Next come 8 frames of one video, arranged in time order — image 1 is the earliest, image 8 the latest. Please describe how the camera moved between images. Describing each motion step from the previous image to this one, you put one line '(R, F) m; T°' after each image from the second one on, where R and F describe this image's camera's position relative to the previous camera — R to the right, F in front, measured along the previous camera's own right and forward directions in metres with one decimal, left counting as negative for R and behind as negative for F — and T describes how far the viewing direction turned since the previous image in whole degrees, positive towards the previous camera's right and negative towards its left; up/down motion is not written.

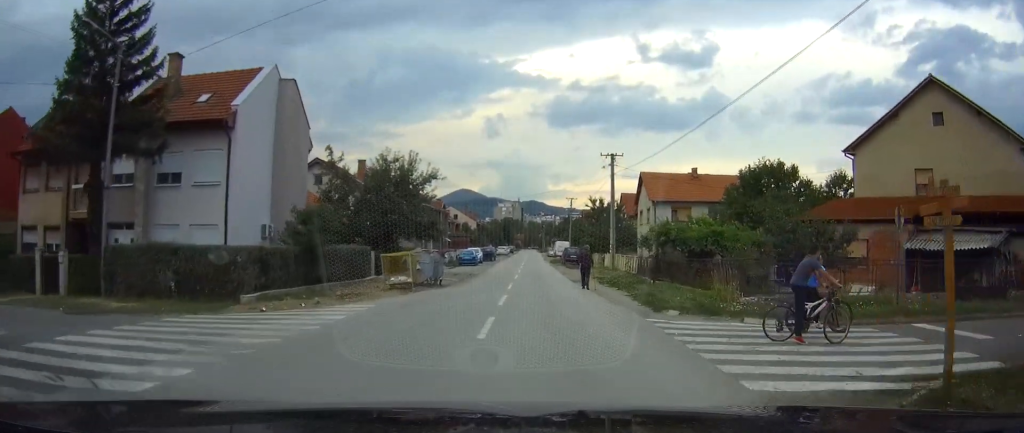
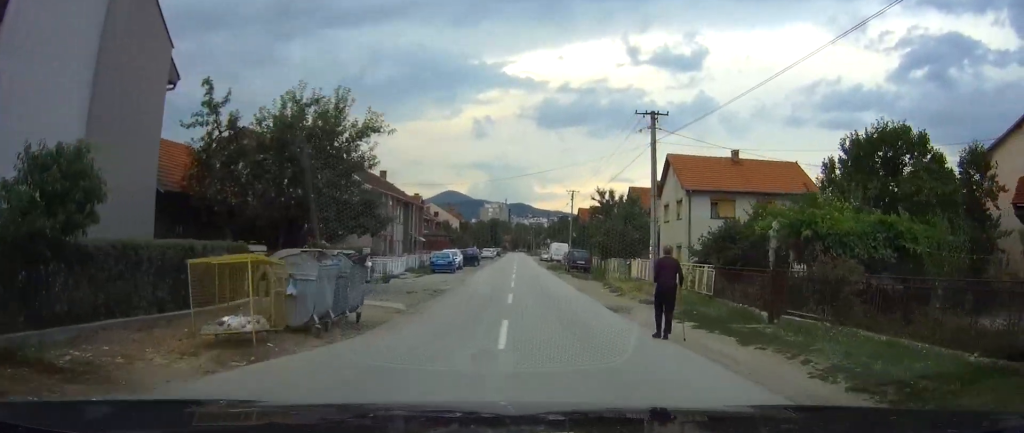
(+0.3, +14.6) m; +1°
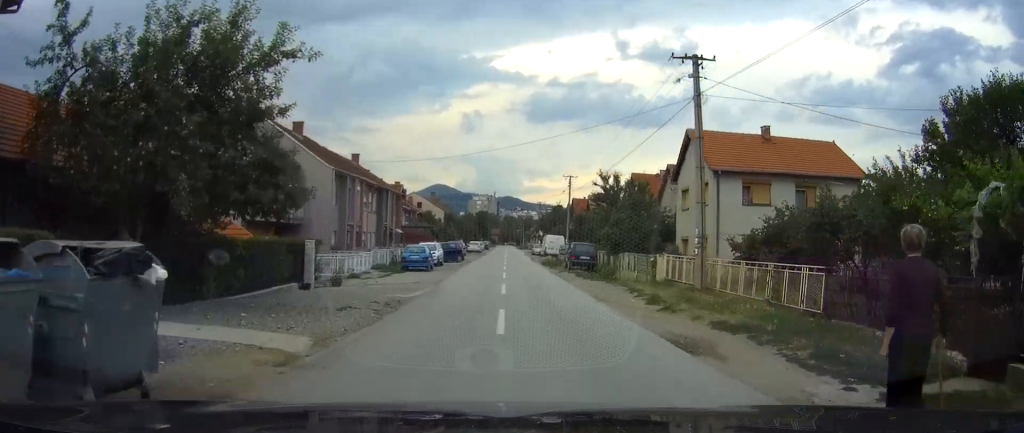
(0.0, +8.2) m; 0°
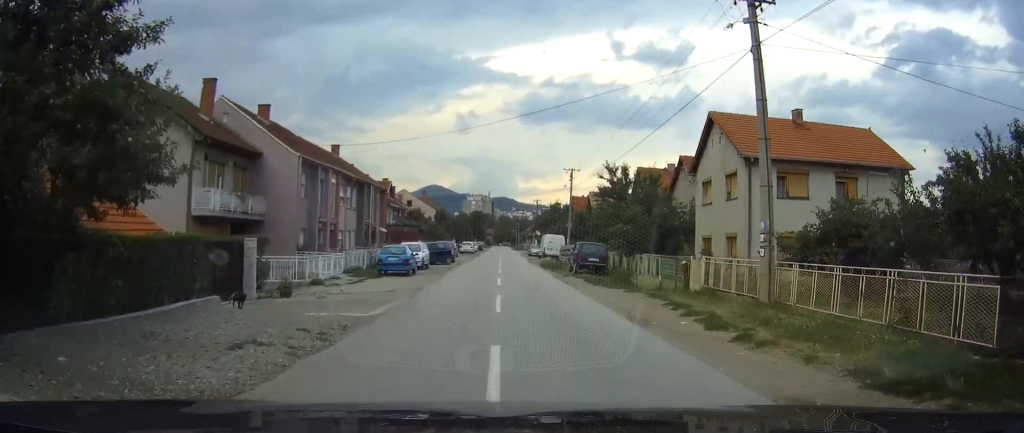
(0.0, +5.7) m; 0°
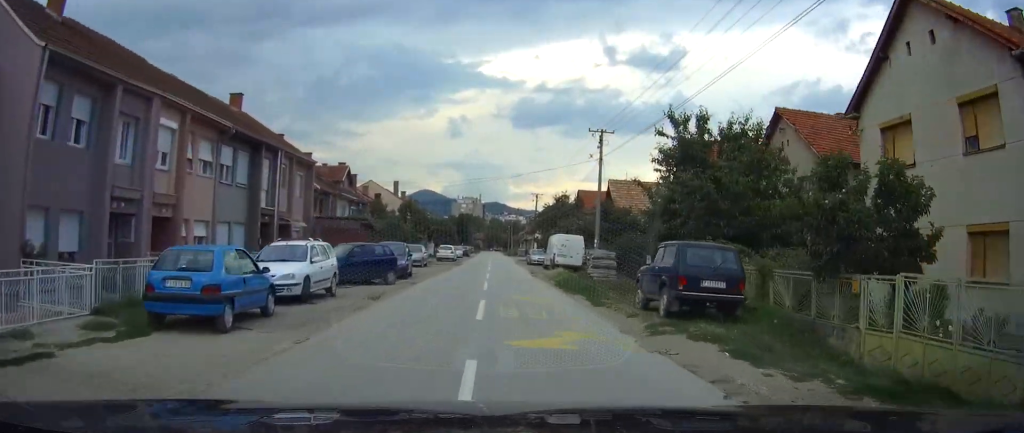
(+0.2, +20.1) m; 0°
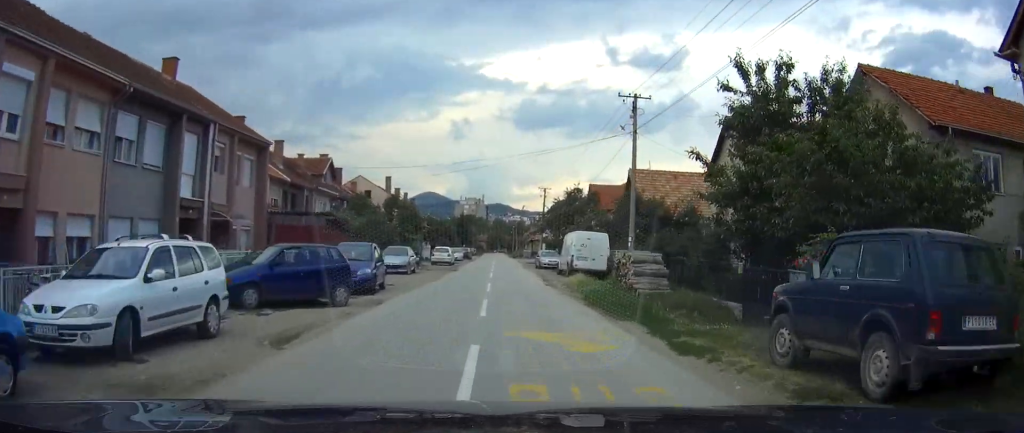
(0.0, +8.2) m; 0°
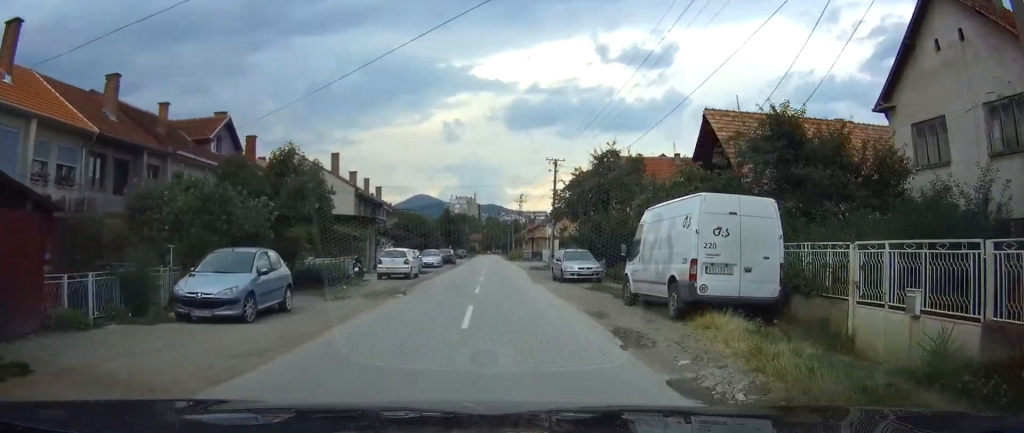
(0.0, +21.7) m; 0°
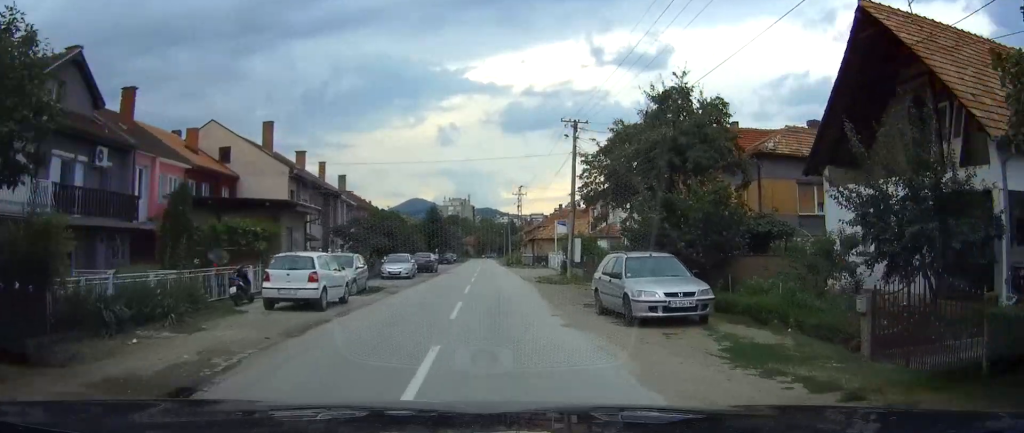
(0.0, +15.4) m; 0°
